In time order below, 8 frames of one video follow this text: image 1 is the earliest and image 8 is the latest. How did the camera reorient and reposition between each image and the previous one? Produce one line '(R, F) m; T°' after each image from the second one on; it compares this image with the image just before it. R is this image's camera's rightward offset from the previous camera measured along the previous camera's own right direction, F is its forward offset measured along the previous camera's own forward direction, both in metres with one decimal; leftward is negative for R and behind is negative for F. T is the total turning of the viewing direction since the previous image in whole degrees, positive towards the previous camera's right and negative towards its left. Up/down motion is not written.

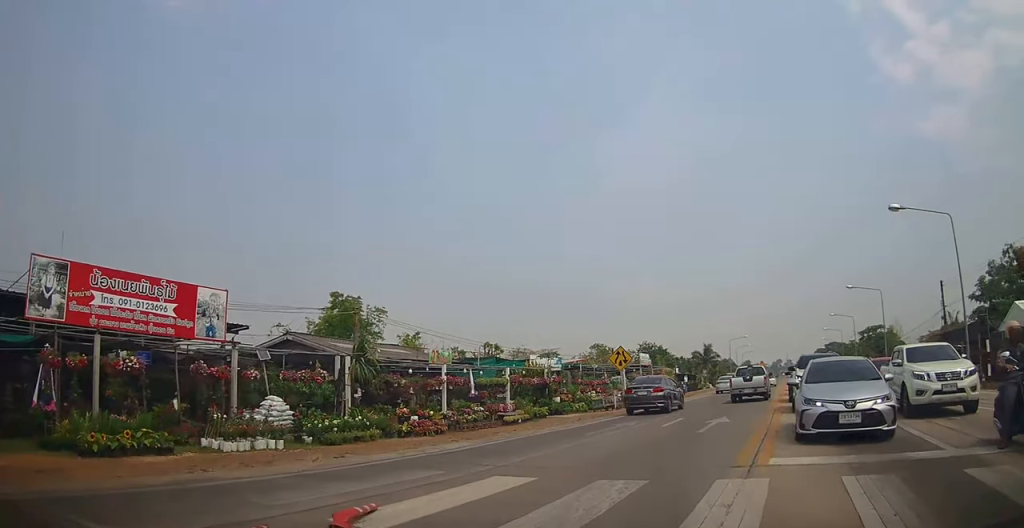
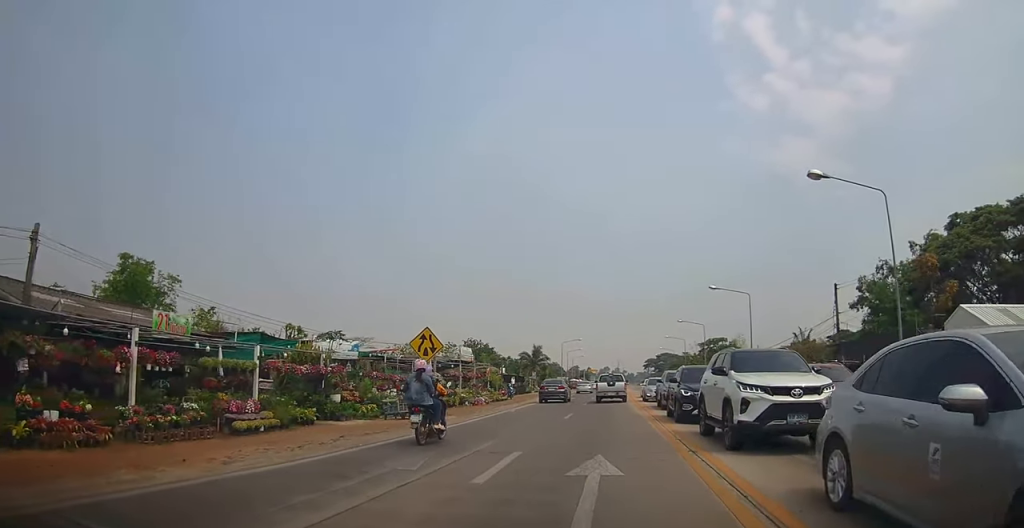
(+1.5, +7.0) m; +24°
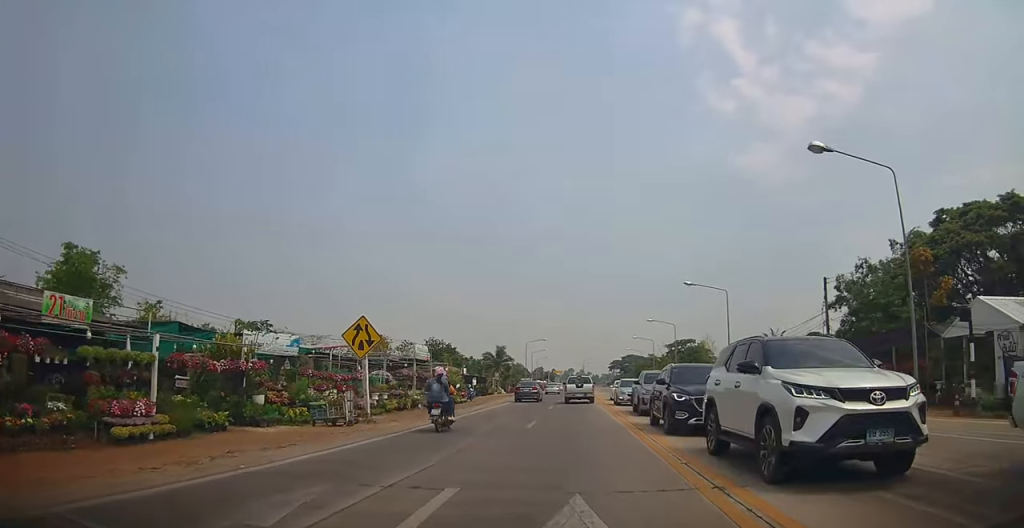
(+0.2, +2.7) m; +5°
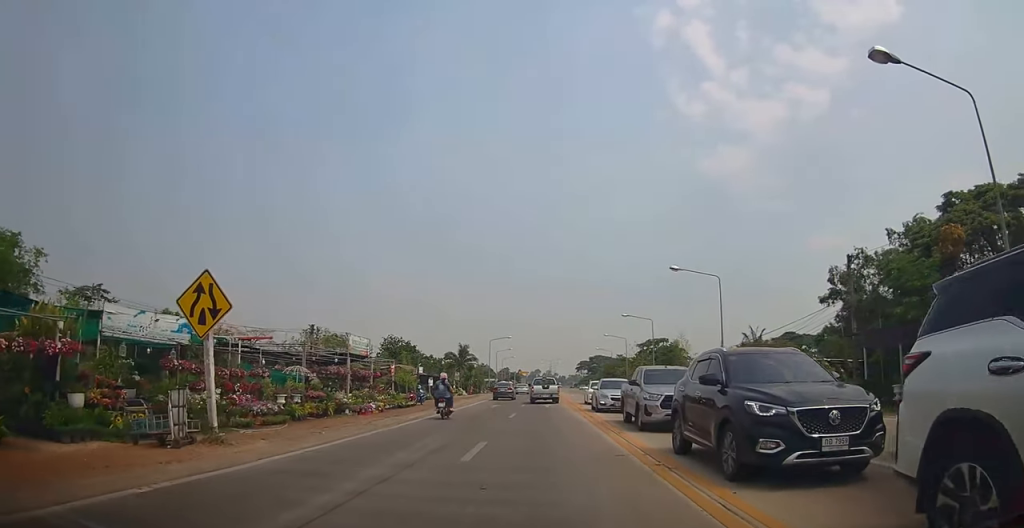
(0.0, +5.7) m; +2°
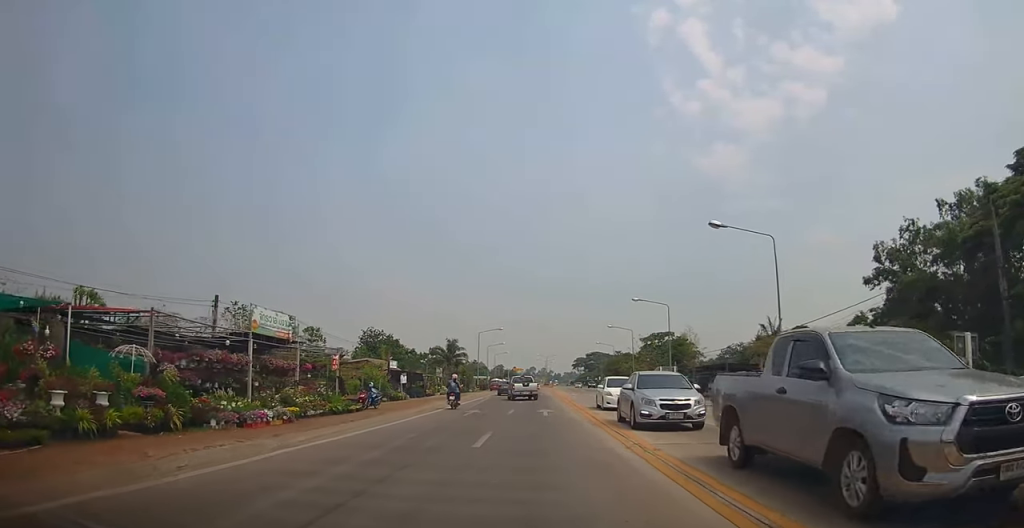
(+0.7, +8.9) m; +5°
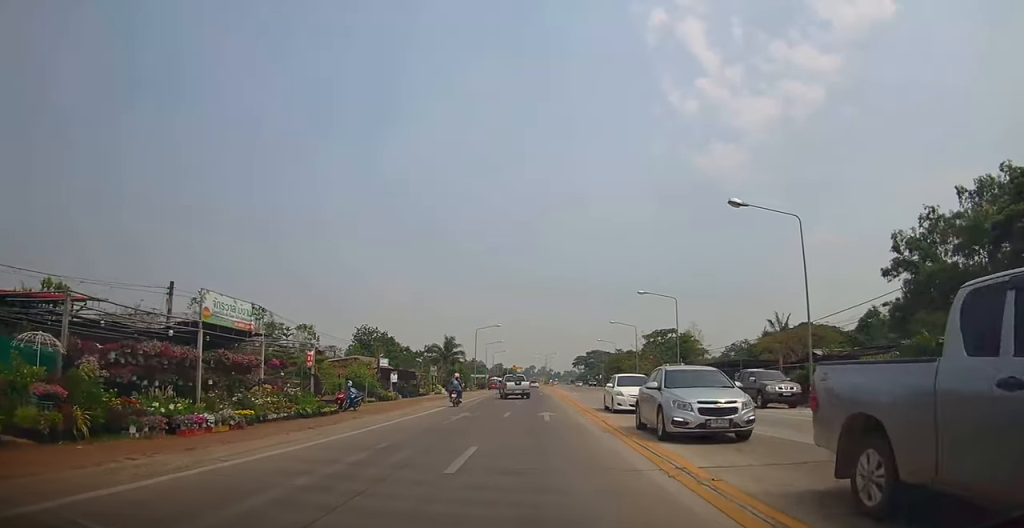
(+0.3, +2.9) m; 0°
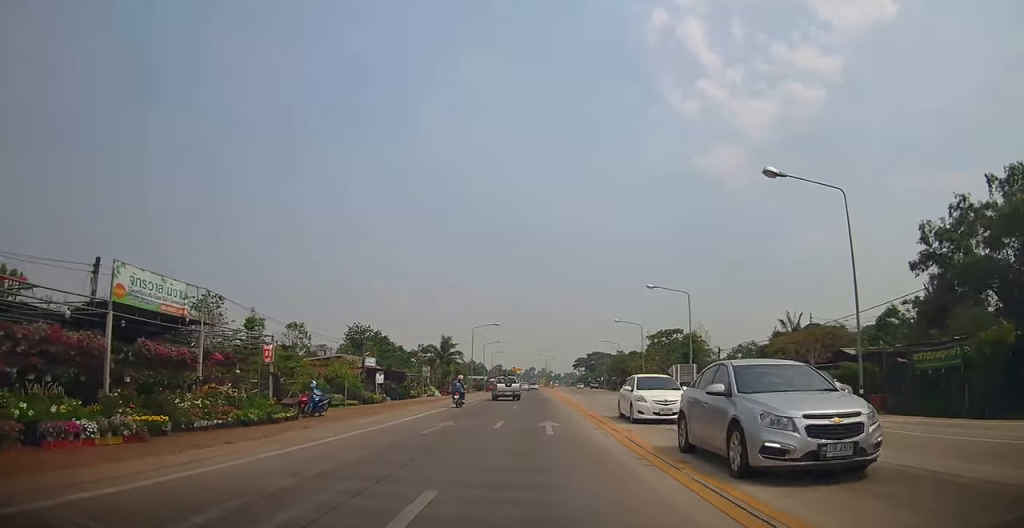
(-0.4, +4.0) m; -3°
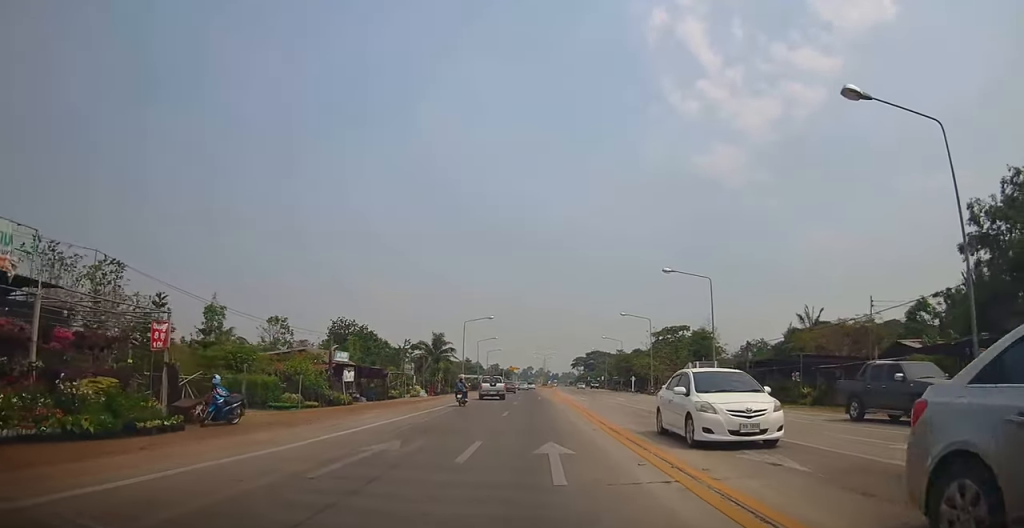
(-0.3, +6.2) m; -2°
